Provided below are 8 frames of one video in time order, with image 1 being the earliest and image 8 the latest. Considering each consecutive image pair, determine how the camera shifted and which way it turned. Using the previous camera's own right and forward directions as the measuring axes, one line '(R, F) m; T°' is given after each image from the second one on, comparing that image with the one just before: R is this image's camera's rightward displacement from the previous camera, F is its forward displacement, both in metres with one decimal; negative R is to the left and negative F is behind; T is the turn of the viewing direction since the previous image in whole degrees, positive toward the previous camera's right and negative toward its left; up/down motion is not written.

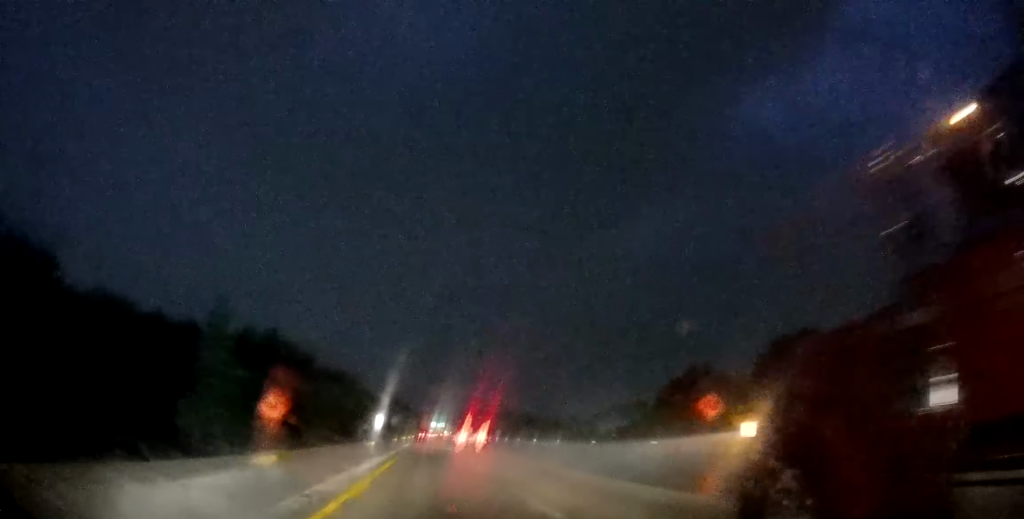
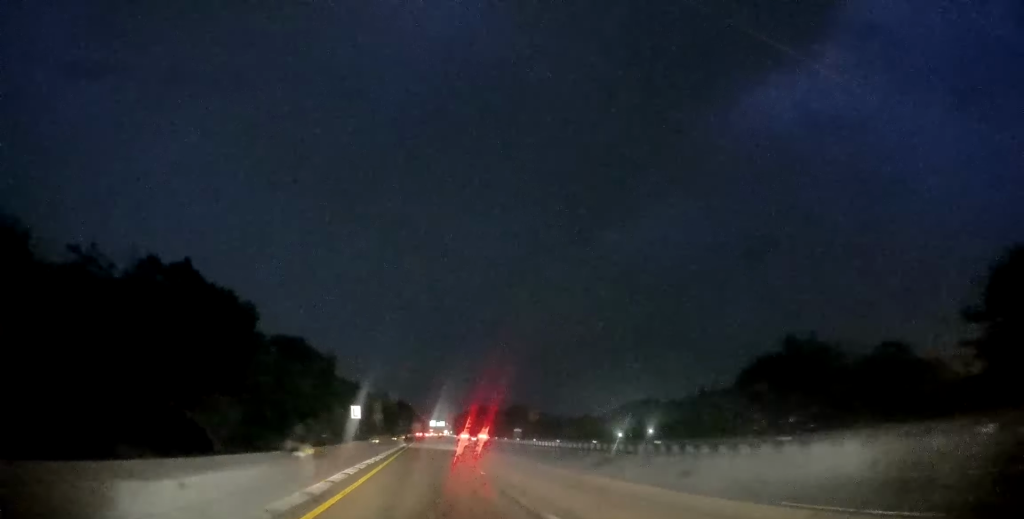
(-0.2, +28.0) m; 0°
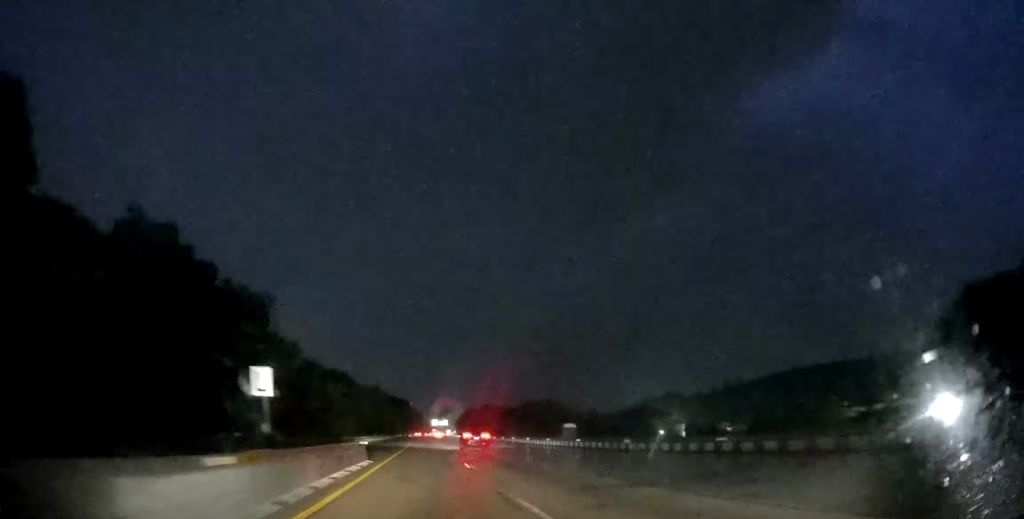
(+0.4, +34.1) m; +1°
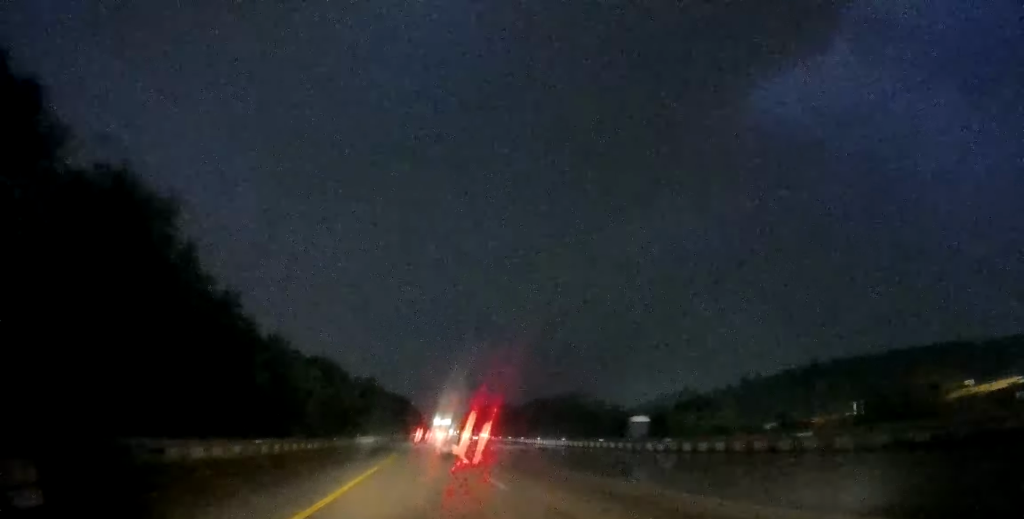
(+0.1, +19.7) m; 0°
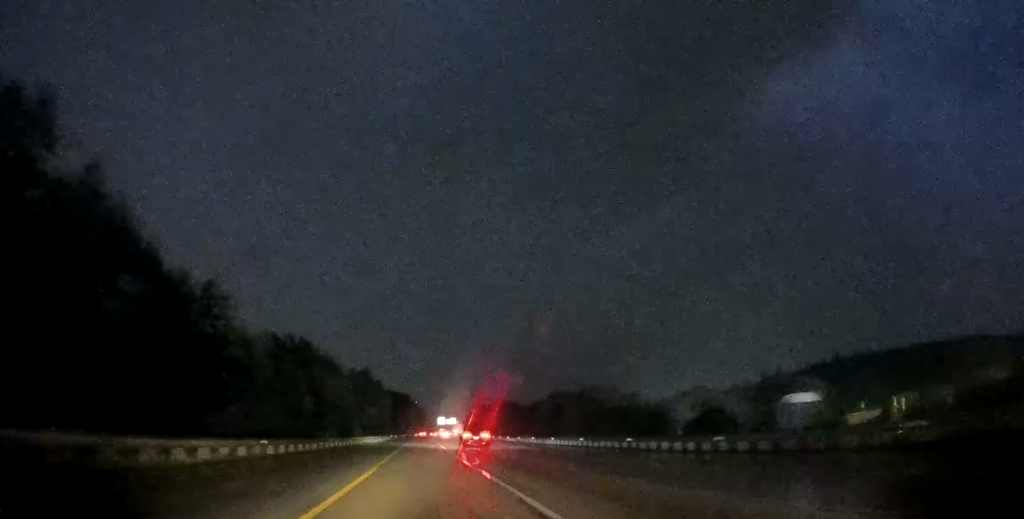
(-0.1, +18.7) m; -1°
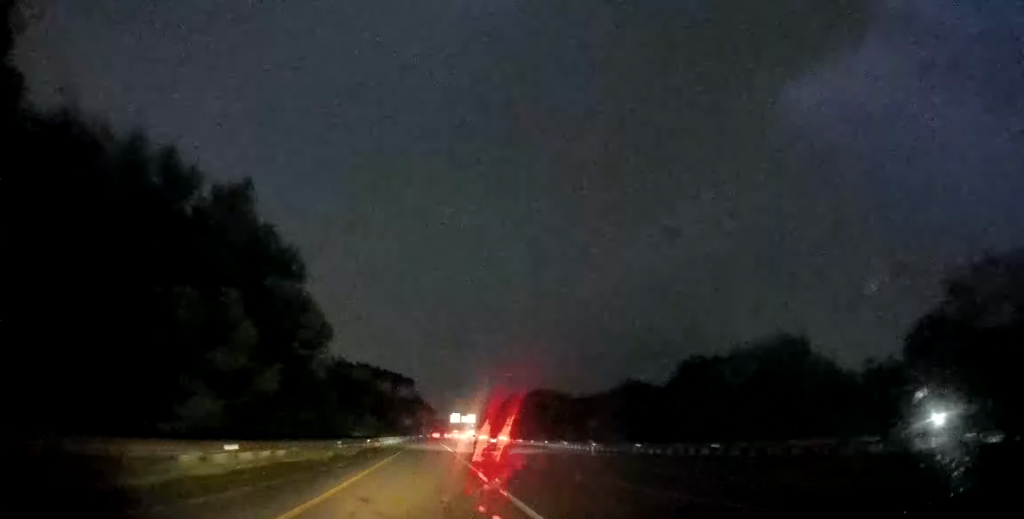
(+0.6, +88.4) m; 0°
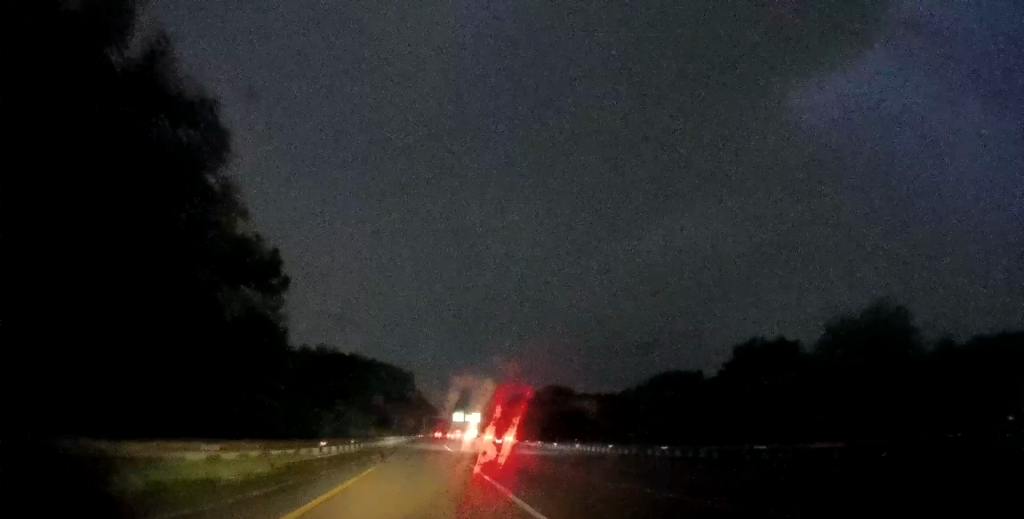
(-0.2, +17.3) m; 0°
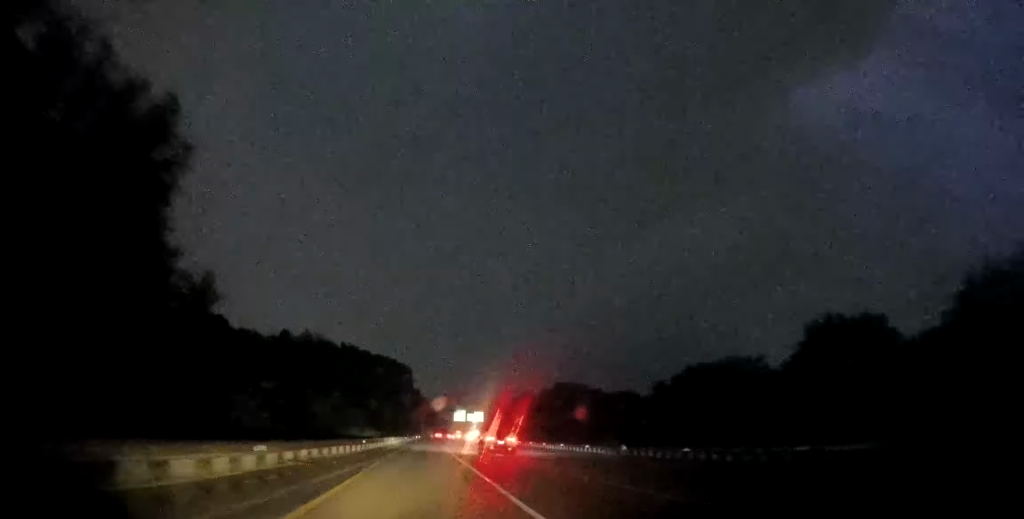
(-0.2, +16.4) m; 0°
